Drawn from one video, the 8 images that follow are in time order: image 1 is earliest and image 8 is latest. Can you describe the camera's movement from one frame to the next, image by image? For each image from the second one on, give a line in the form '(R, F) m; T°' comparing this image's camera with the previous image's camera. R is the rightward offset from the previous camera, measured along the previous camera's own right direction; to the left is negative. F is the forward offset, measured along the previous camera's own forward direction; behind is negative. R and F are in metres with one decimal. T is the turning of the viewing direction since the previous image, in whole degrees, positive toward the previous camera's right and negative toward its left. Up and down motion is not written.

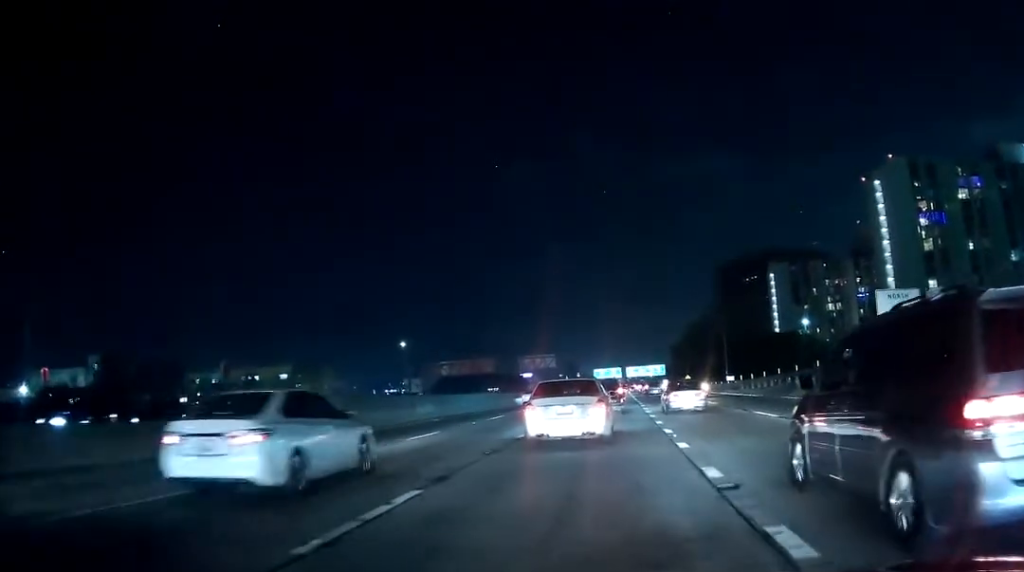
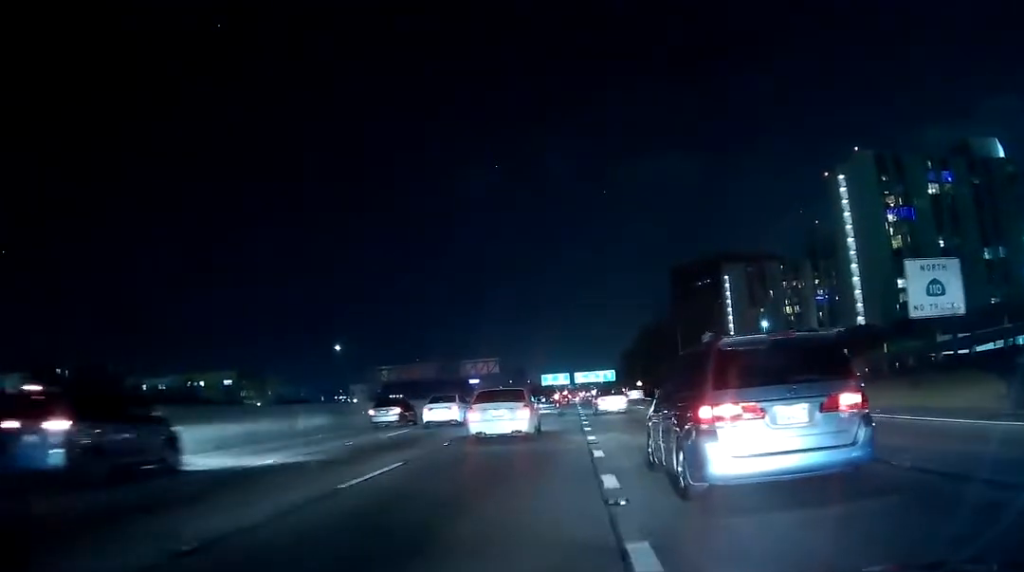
(-0.3, +9.5) m; -1°
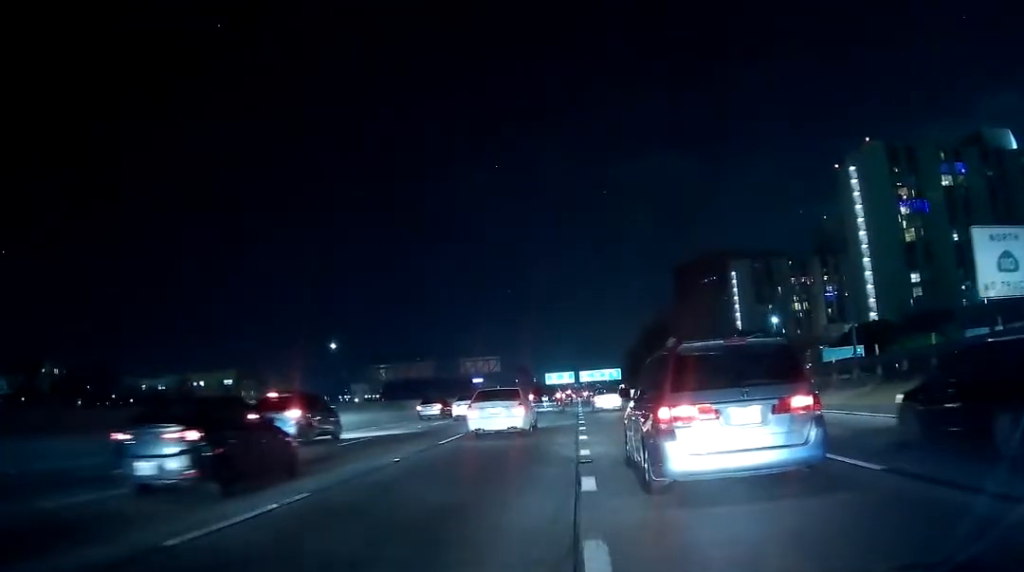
(+0.1, +5.0) m; +3°
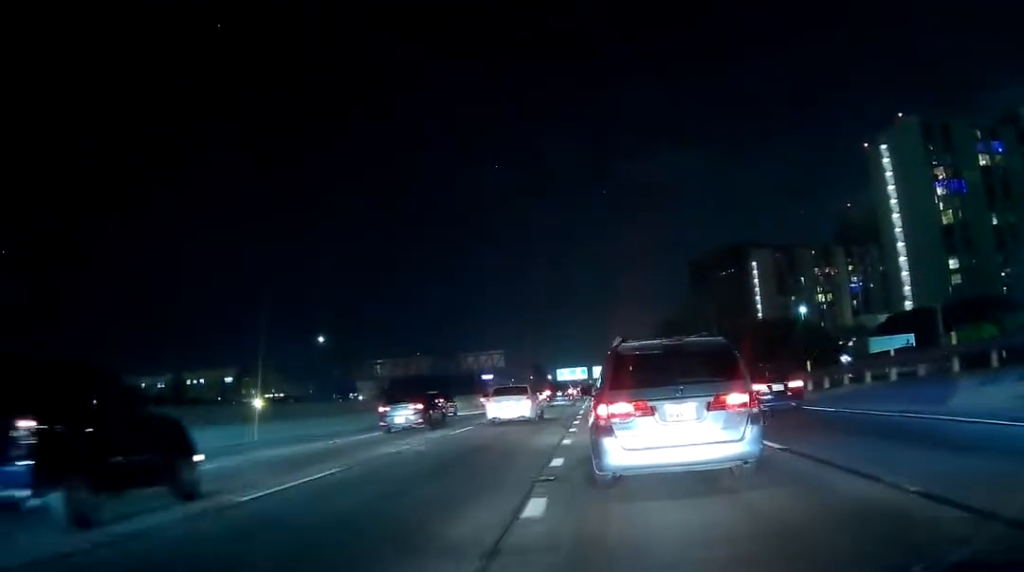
(+0.2, +12.2) m; -2°
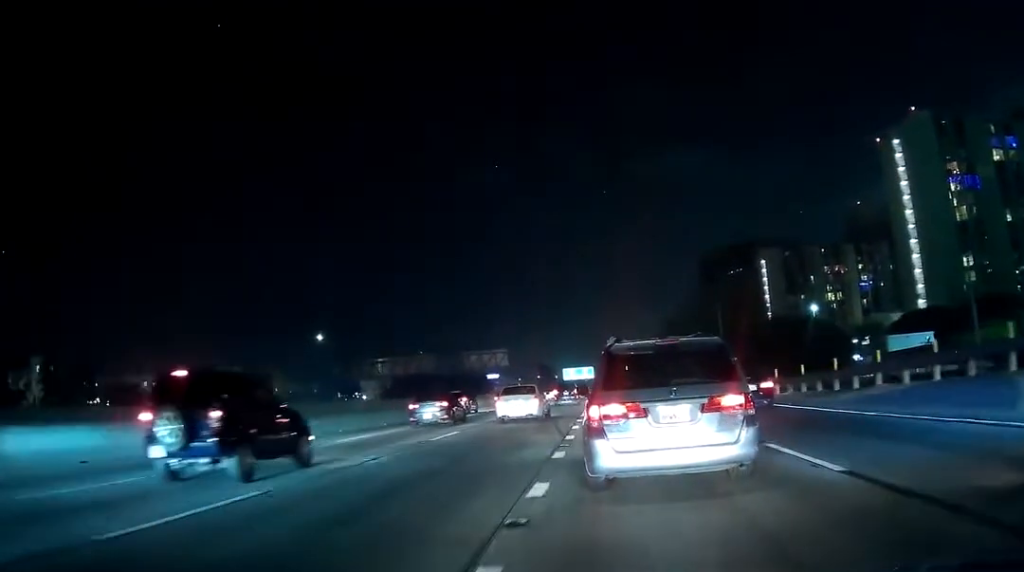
(+0.1, +3.2) m; -2°
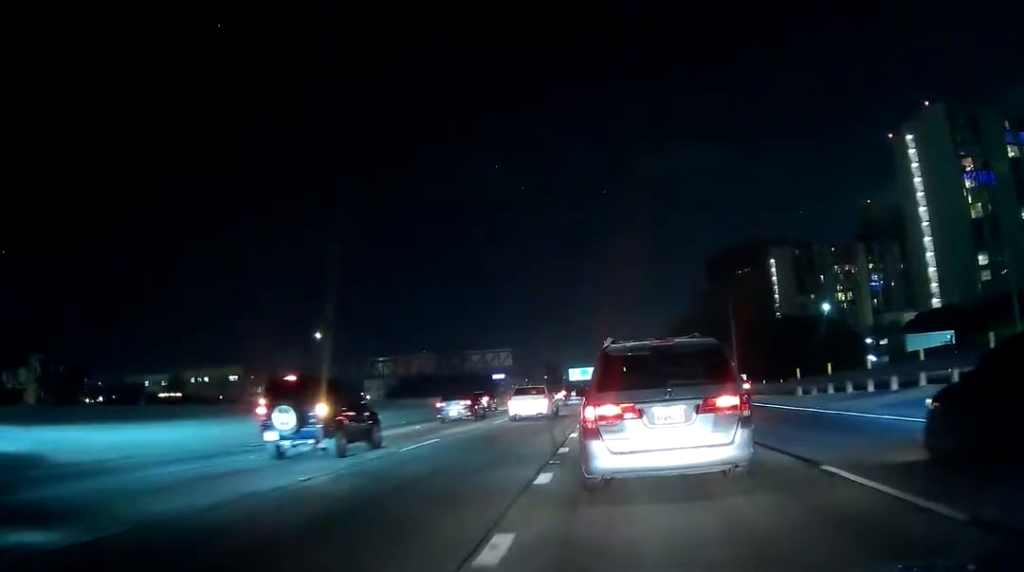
(-0.2, +3.4) m; 0°
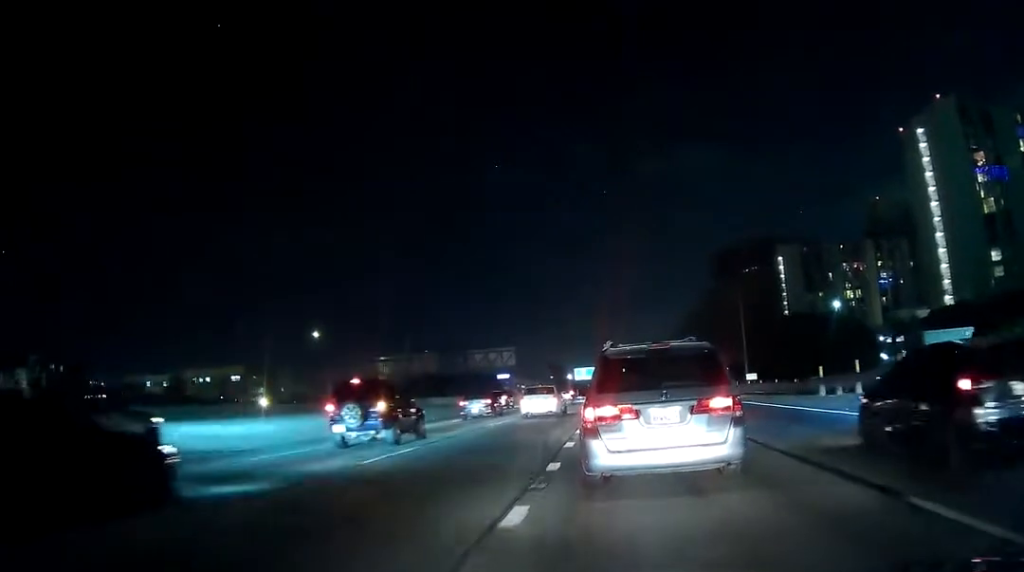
(-0.3, +3.0) m; +1°
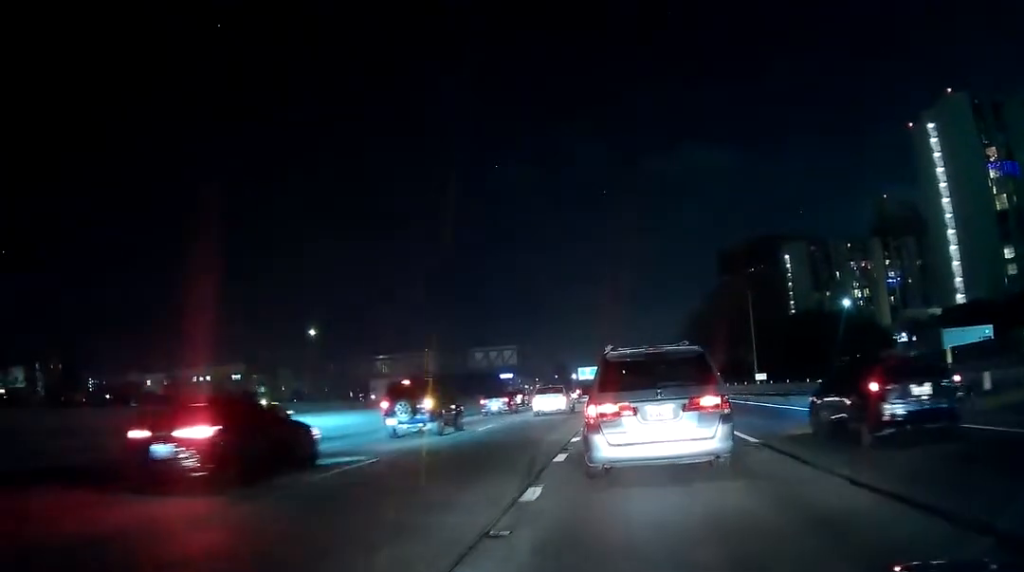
(+0.3, +3.1) m; +2°
